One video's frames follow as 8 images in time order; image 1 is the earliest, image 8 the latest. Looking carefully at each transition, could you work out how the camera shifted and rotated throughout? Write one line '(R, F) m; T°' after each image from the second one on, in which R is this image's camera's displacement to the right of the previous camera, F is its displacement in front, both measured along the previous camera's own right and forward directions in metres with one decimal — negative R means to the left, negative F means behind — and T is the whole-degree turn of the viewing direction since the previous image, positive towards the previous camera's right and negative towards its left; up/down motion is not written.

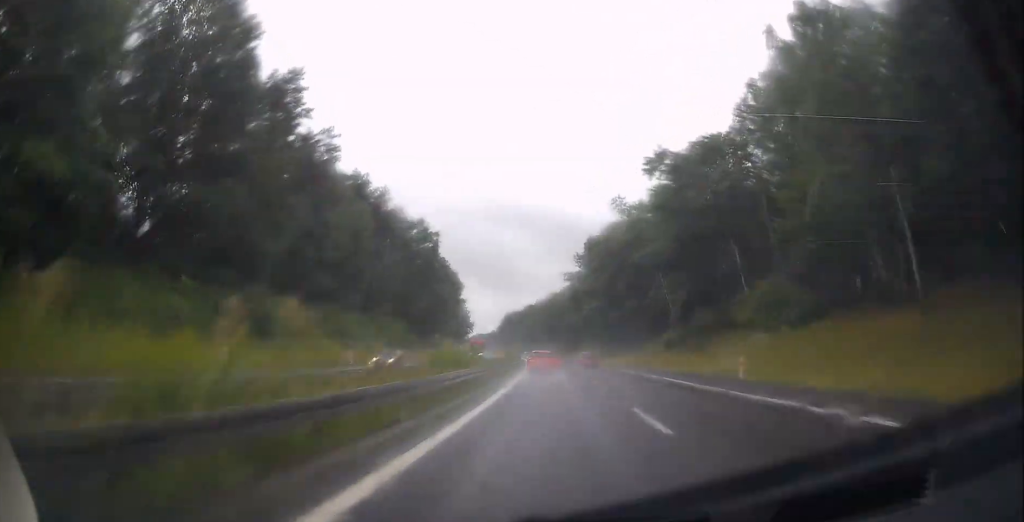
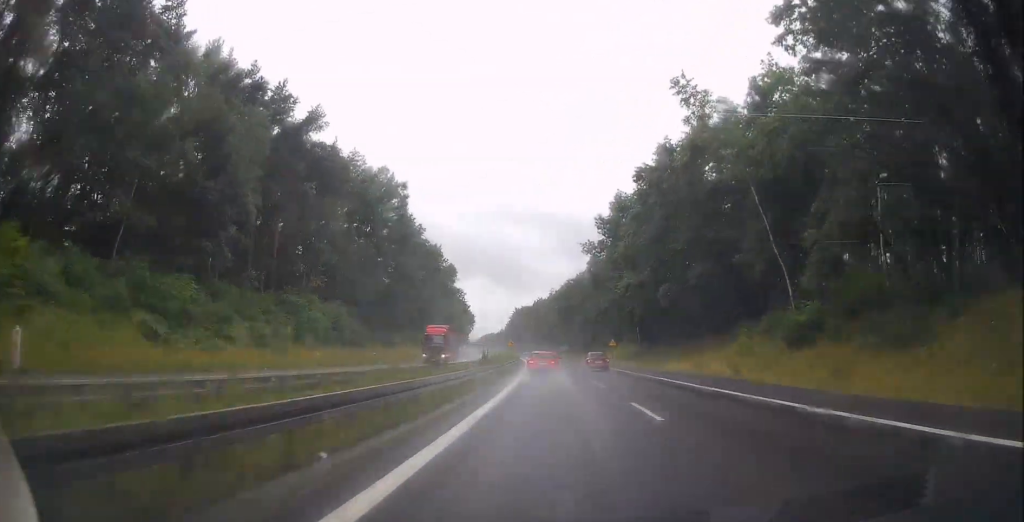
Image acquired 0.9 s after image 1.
(-0.4, +33.4) m; -1°
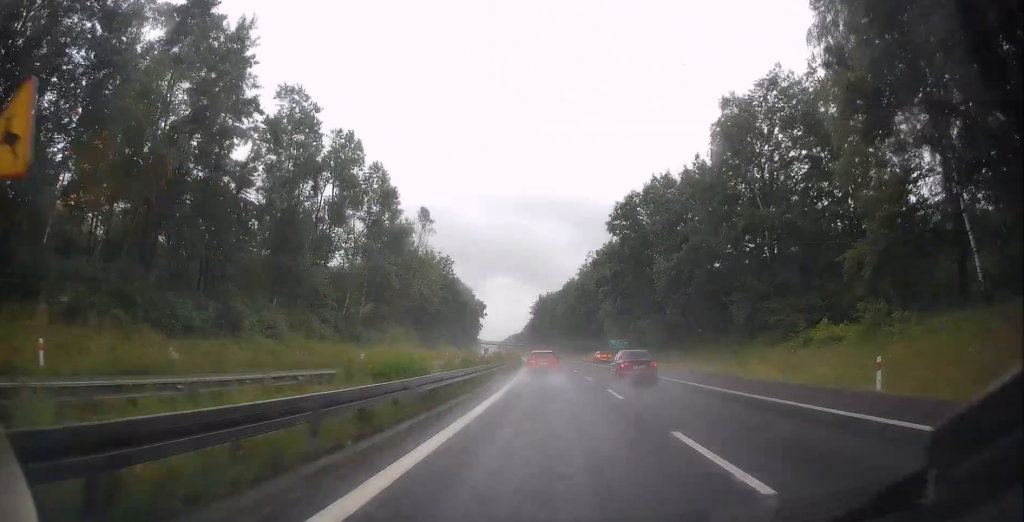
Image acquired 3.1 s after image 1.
(-2.0, +75.4) m; -4°
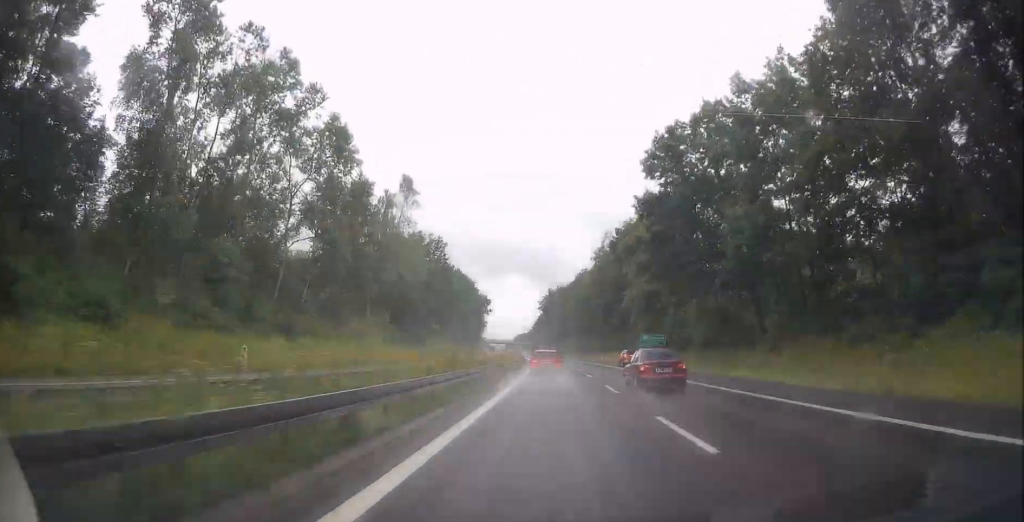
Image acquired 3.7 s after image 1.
(-0.3, +21.1) m; -1°
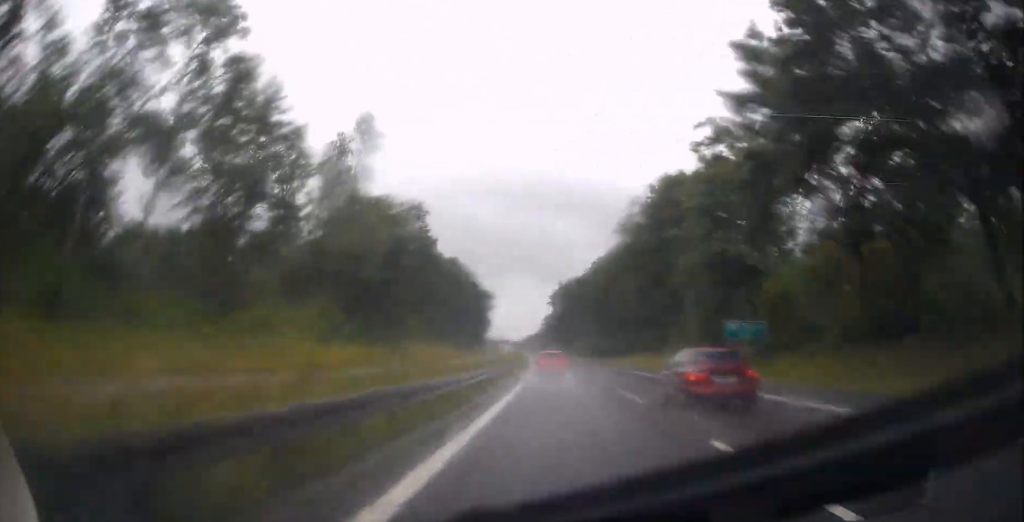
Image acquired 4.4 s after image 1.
(-0.4, +26.8) m; -1°
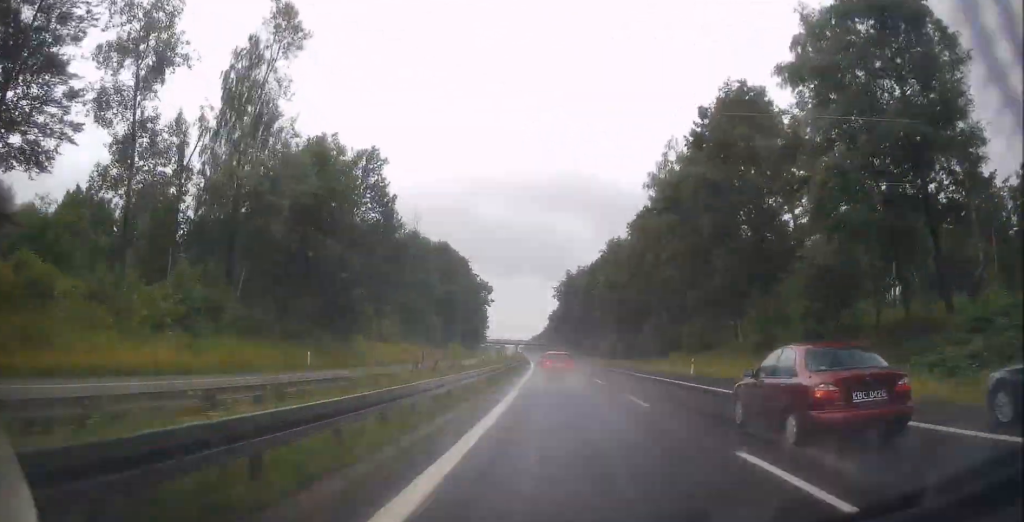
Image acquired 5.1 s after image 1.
(0.0, +24.4) m; 0°
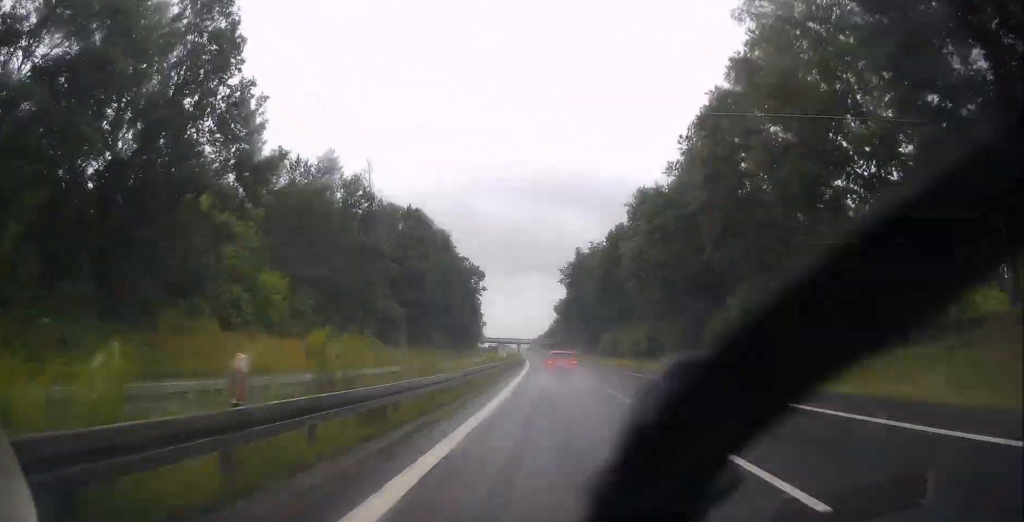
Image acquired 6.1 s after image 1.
(0.0, +33.5) m; 0°
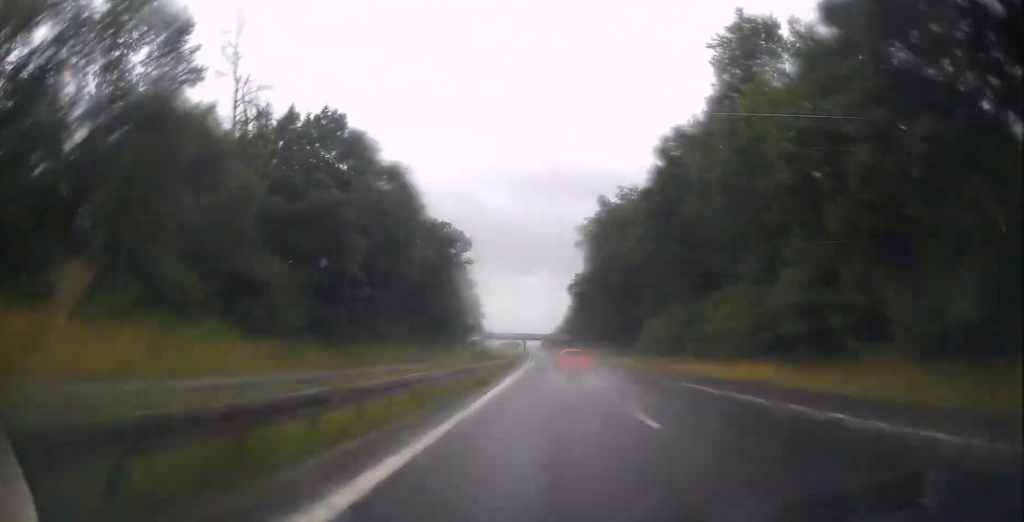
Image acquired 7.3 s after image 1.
(0.0, +40.4) m; -1°
